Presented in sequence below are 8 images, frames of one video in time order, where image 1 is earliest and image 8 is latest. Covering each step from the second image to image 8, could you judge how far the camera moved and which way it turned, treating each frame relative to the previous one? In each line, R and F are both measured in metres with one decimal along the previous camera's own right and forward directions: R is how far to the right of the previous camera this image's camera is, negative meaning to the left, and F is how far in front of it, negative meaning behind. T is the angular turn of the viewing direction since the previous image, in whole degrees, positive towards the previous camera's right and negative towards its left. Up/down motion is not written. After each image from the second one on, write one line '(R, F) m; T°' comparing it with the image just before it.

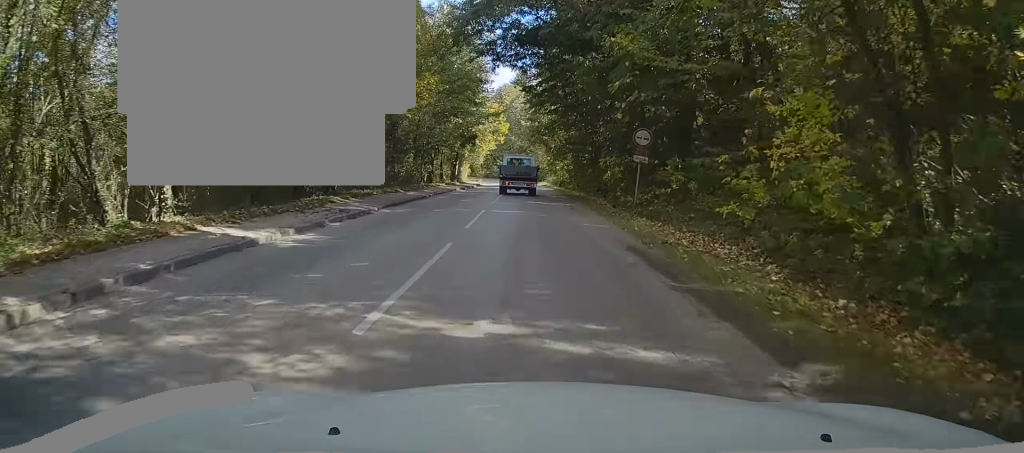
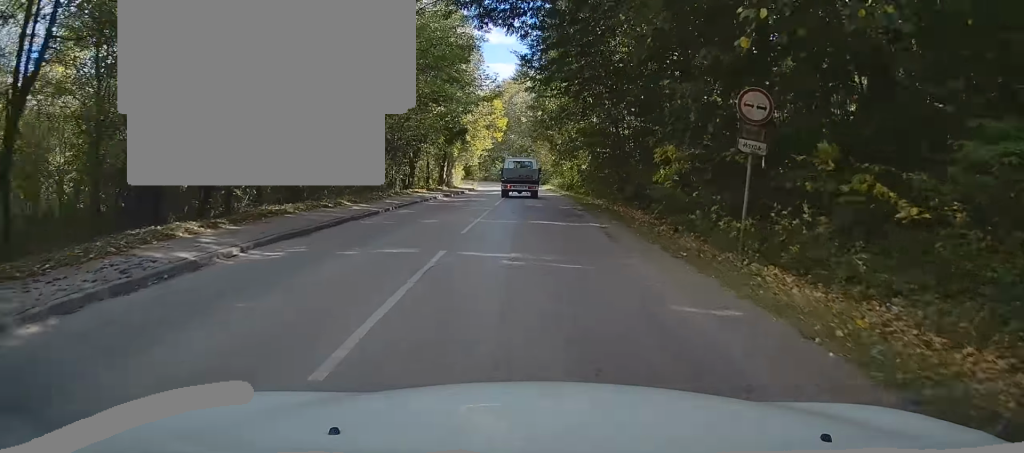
(+0.1, +10.0) m; 0°
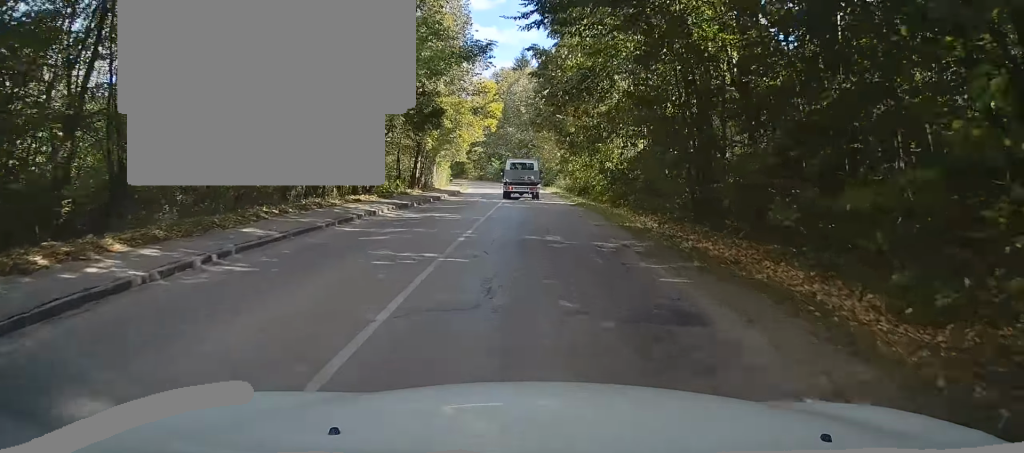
(0.0, +13.5) m; 0°
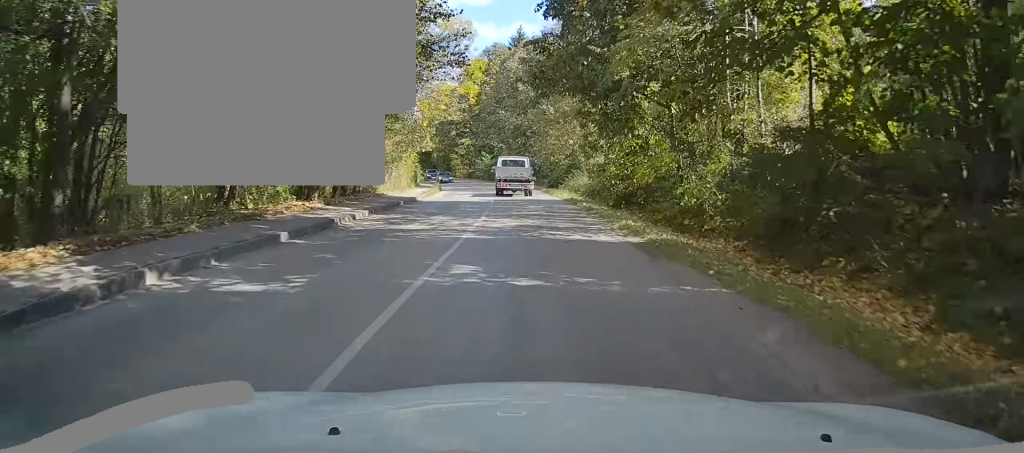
(0.0, +19.2) m; 0°
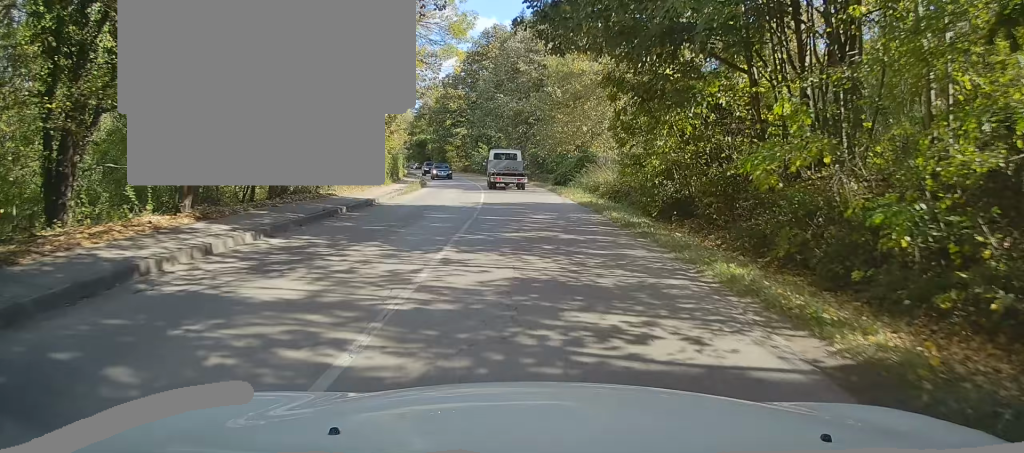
(0.0, +8.4) m; 0°
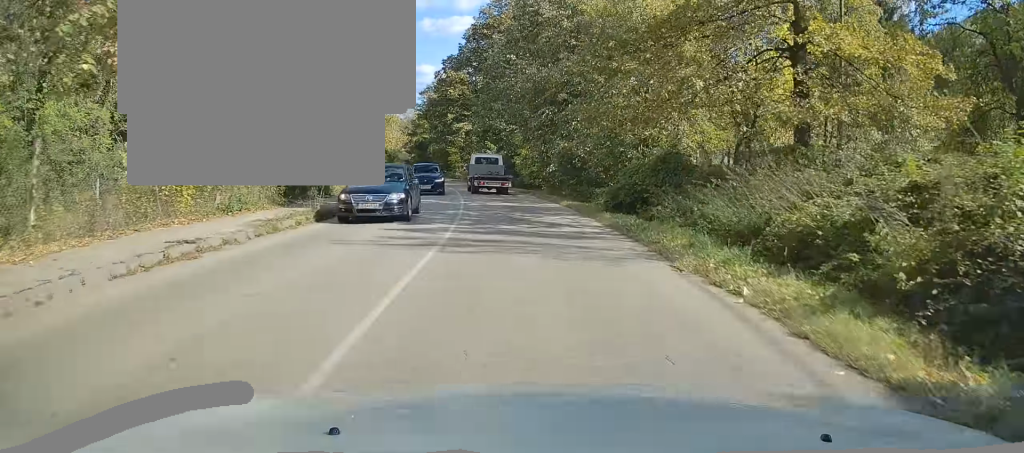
(0.0, +20.7) m; 0°
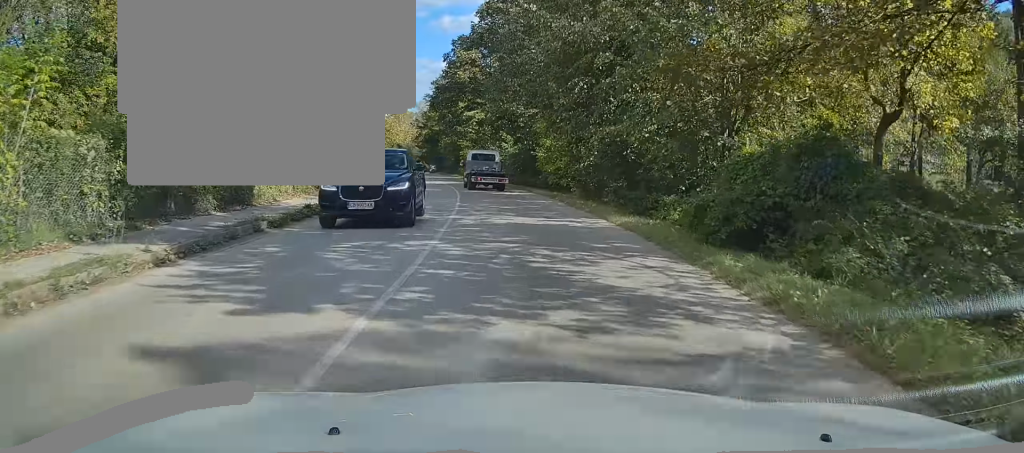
(0.0, +10.1) m; -2°
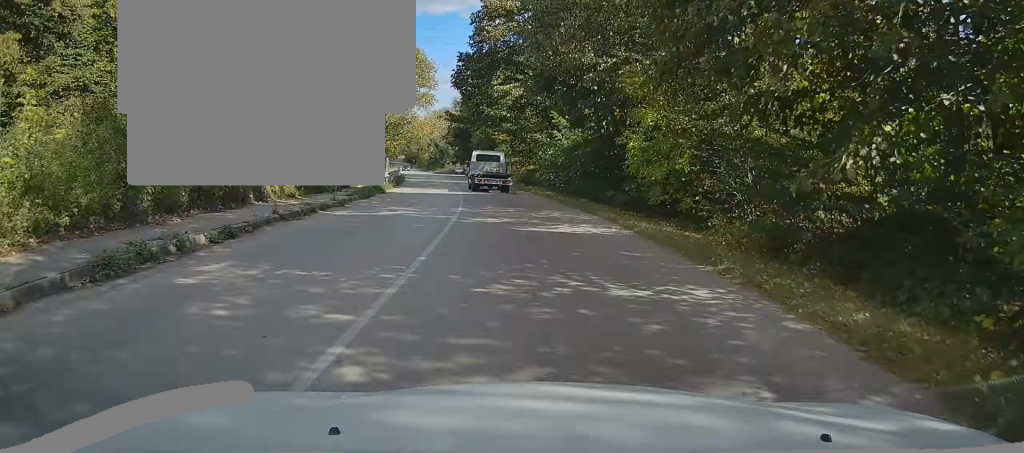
(-0.7, +18.1) m; -5°
